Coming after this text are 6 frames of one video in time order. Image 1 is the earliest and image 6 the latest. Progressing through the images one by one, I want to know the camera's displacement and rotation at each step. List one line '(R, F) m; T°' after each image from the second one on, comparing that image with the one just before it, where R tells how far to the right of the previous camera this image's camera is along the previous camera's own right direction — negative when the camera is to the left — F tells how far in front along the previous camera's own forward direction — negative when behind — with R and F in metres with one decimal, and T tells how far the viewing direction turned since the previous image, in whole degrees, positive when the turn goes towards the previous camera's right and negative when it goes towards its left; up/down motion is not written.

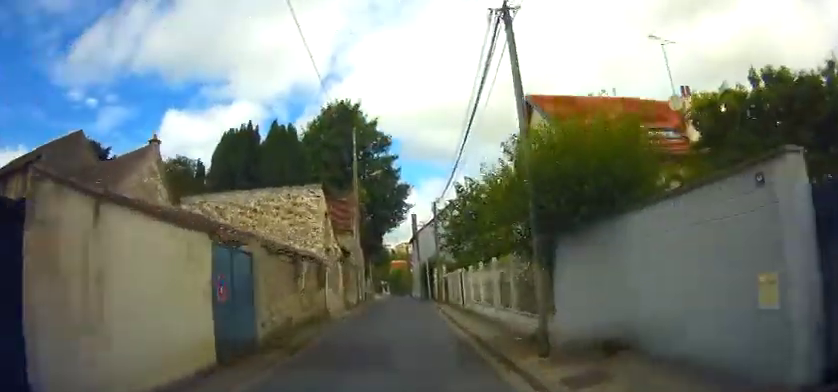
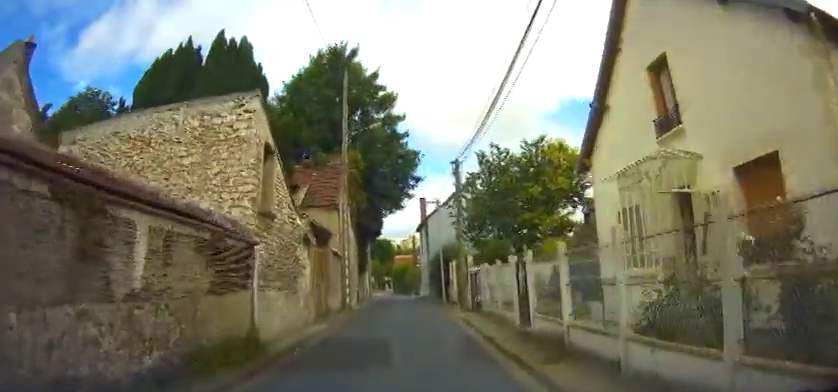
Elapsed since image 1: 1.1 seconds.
(-0.2, +8.7) m; -1°
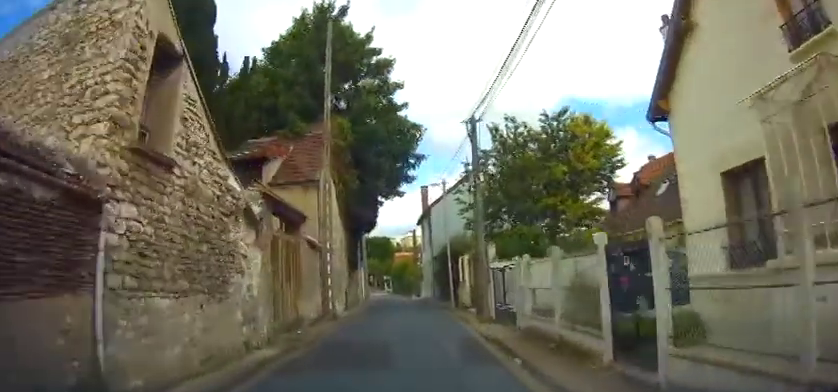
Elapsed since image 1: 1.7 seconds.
(0.0, +4.9) m; 0°
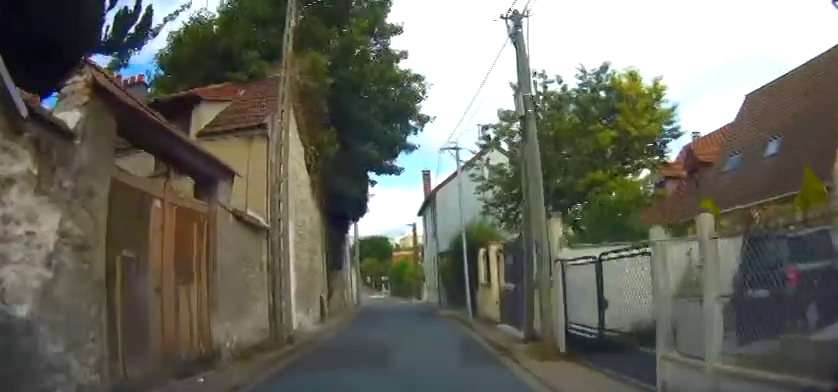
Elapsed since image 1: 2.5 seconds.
(0.0, +6.2) m; +1°
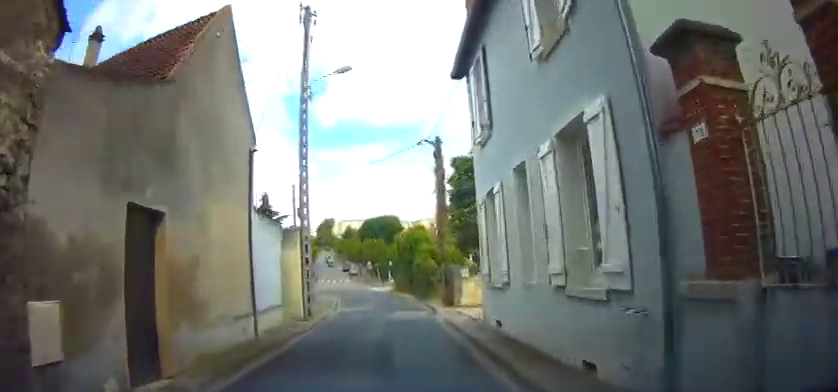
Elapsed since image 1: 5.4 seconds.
(+0.5, +22.2) m; -1°
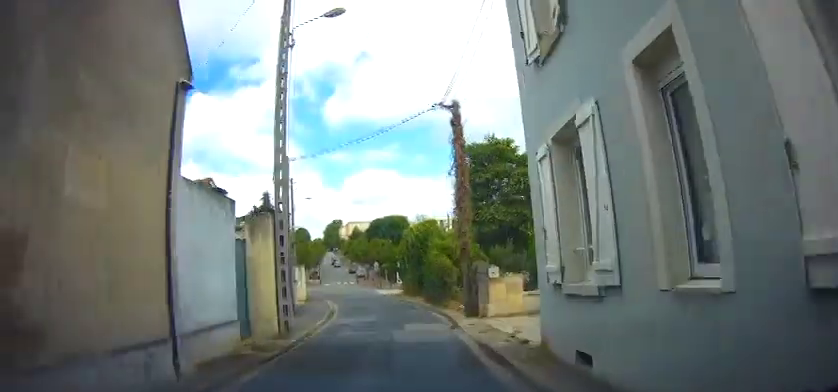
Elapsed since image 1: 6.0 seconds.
(-0.1, +4.2) m; -2°
